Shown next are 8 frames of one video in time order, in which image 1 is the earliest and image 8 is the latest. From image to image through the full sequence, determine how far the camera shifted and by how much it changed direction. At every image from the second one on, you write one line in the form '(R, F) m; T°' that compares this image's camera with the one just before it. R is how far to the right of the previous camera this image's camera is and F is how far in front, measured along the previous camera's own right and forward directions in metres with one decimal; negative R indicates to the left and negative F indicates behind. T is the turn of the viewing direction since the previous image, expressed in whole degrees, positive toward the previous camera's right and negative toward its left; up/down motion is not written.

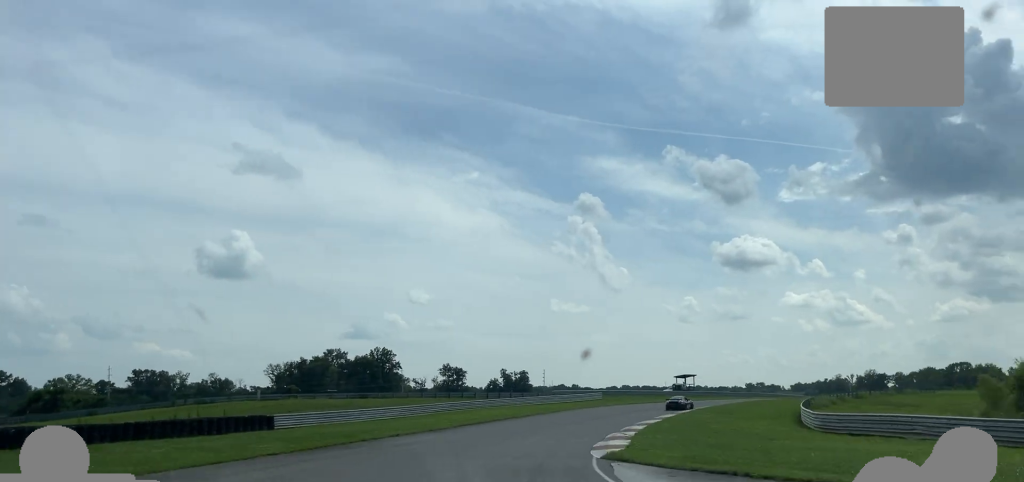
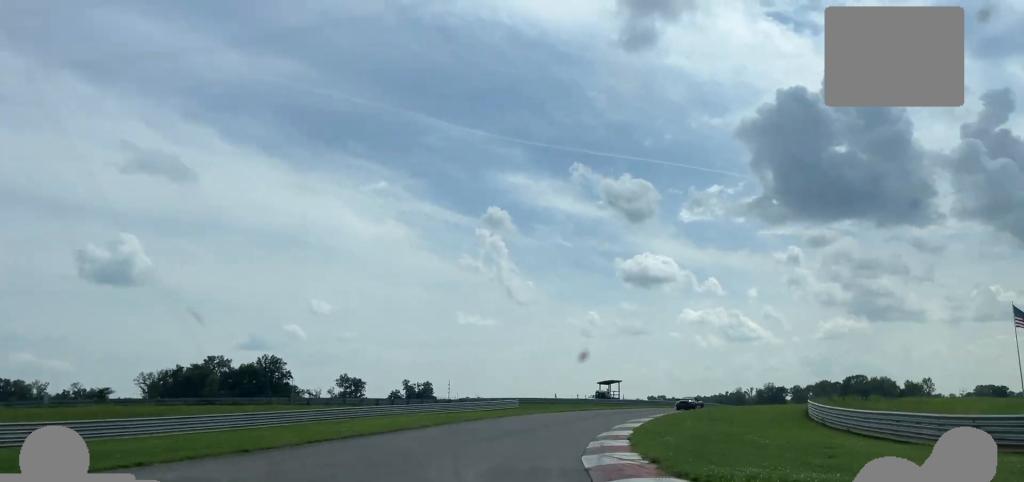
(+0.2, +19.4) m; +5°
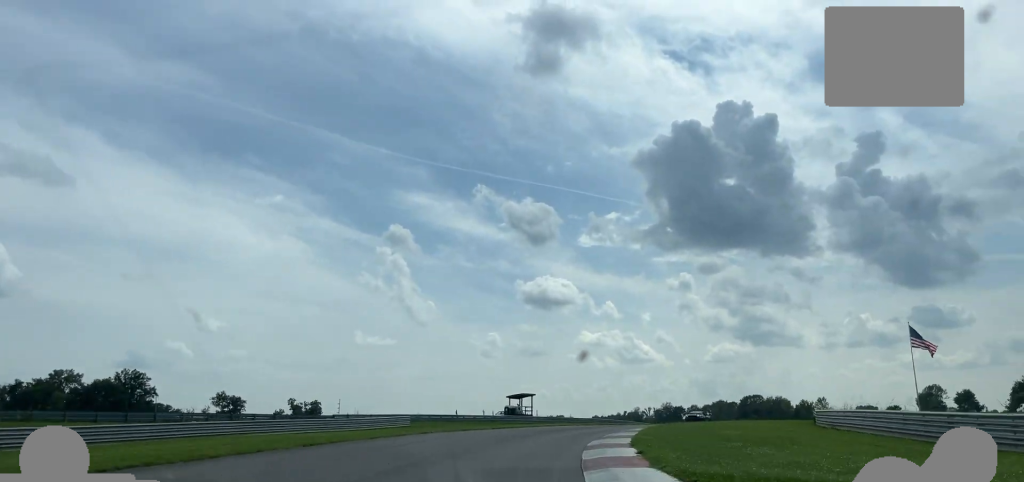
(+1.4, +20.4) m; +7°
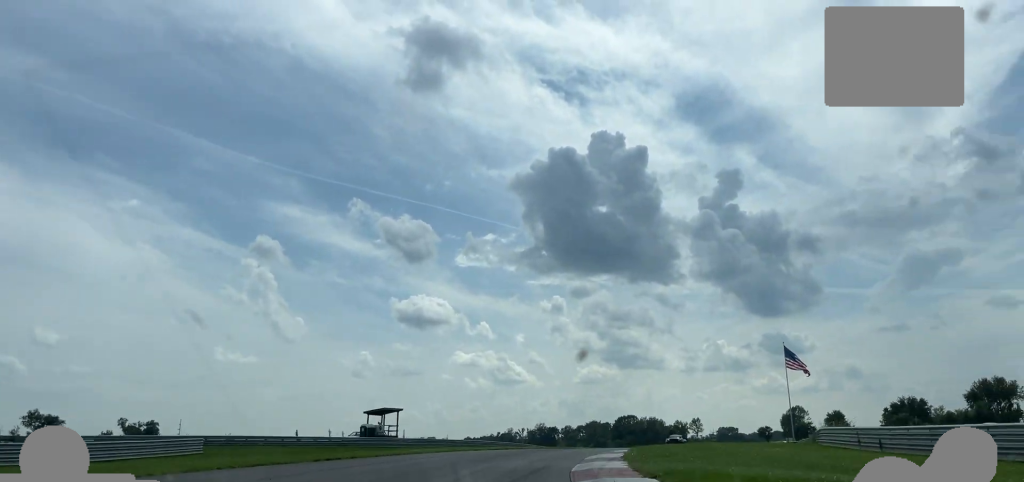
(+1.0, +23.5) m; +8°
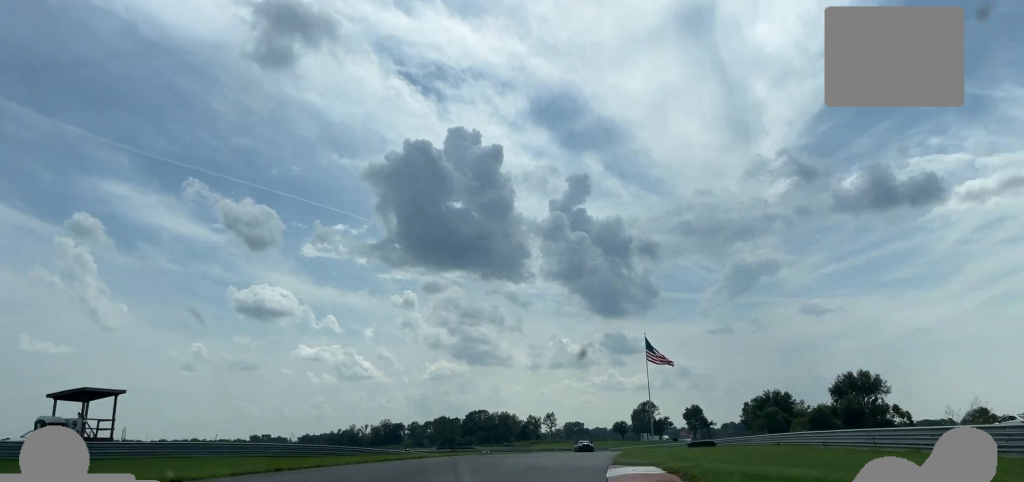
(+3.0, +32.4) m; +11°
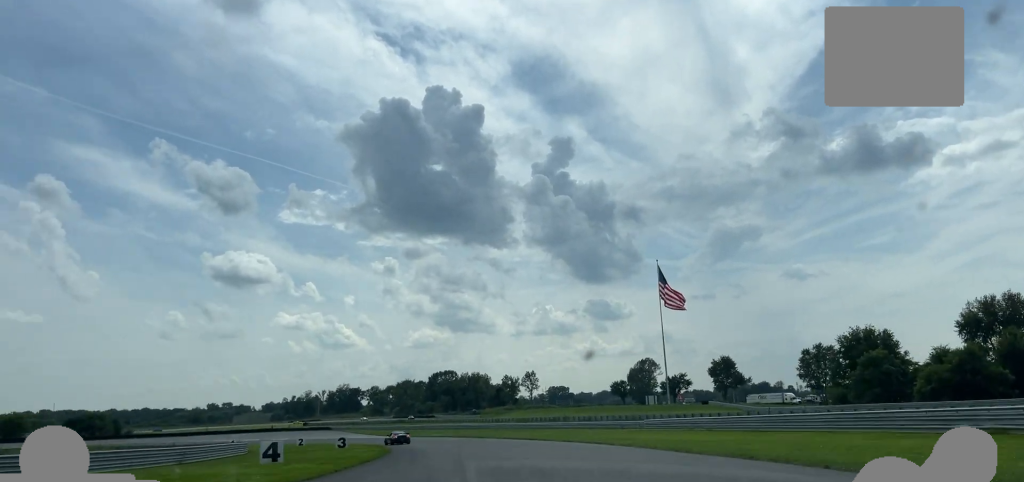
(+7.1, +79.0) m; +1°
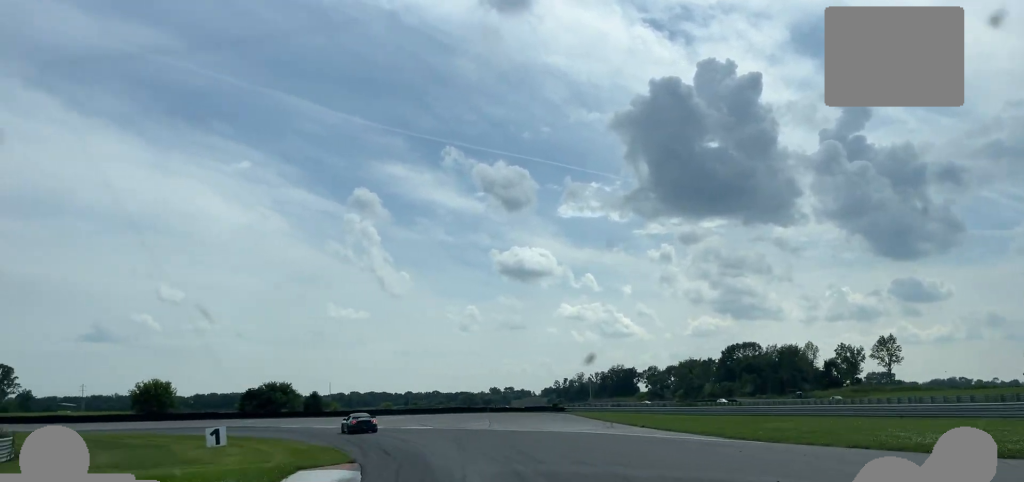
(-12.5, +75.8) m; -19°
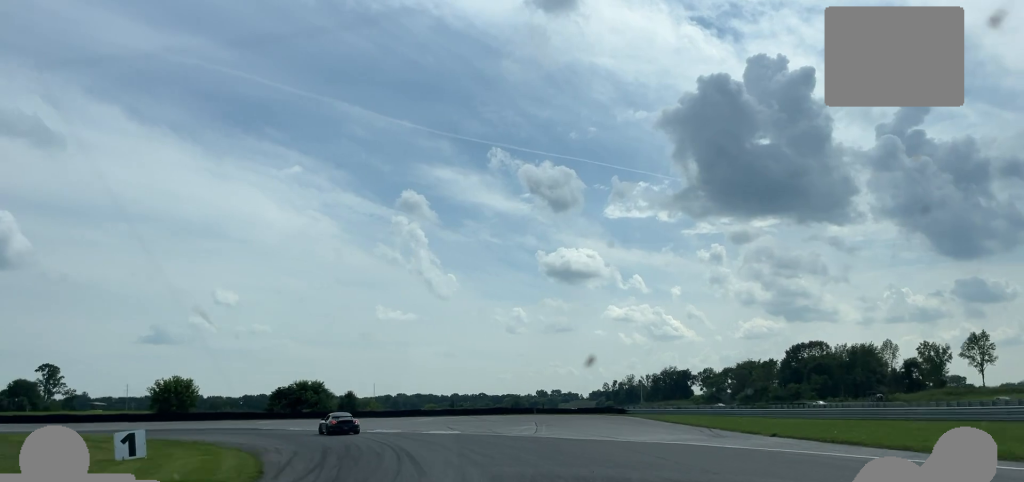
(-0.6, +11.7) m; -4°
